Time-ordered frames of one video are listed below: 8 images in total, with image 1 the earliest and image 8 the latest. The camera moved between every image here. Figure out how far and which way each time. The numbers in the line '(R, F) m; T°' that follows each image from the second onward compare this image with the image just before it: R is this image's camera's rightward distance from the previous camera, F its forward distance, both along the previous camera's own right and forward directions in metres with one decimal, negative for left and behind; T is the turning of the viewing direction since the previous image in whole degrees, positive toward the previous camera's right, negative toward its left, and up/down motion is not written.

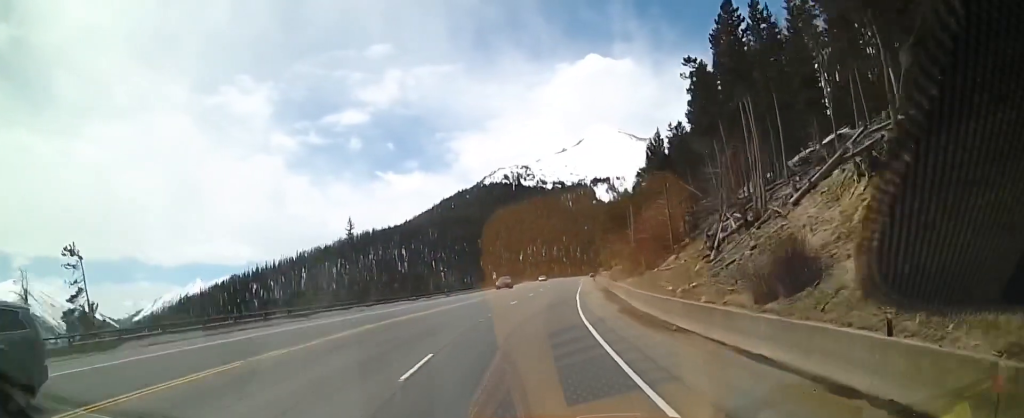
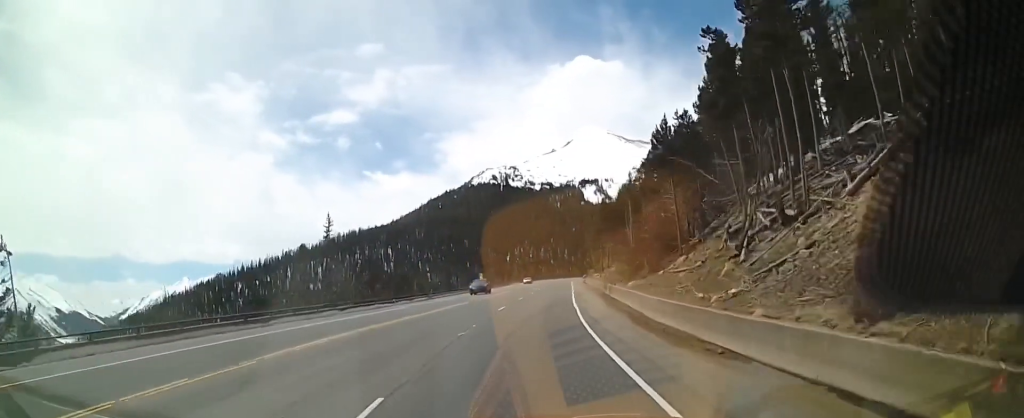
(+0.2, +4.6) m; +1°
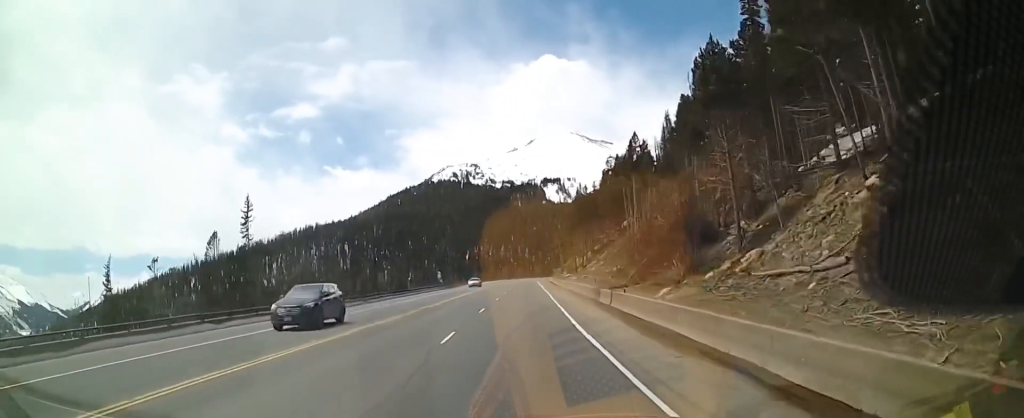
(+0.4, +14.5) m; +2°
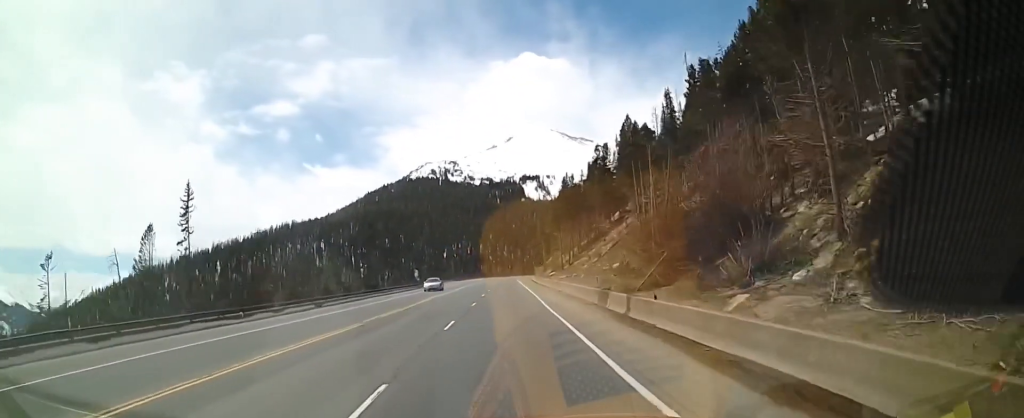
(0.0, +8.8) m; 0°
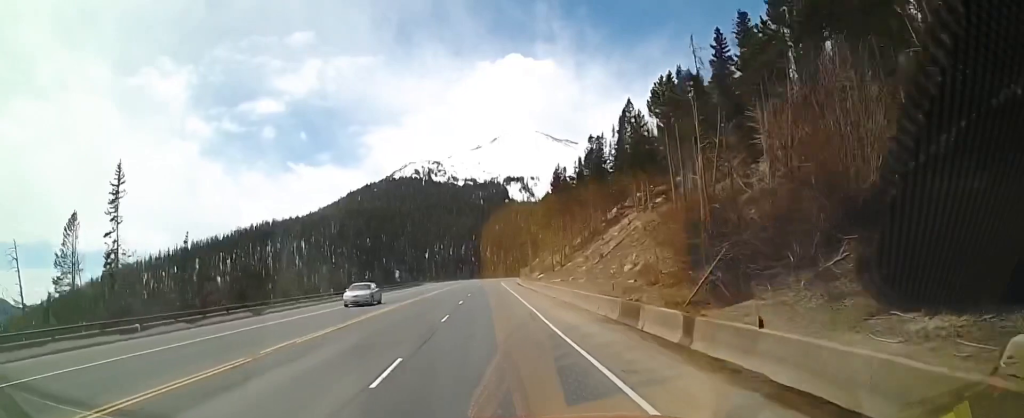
(0.0, +9.1) m; 0°
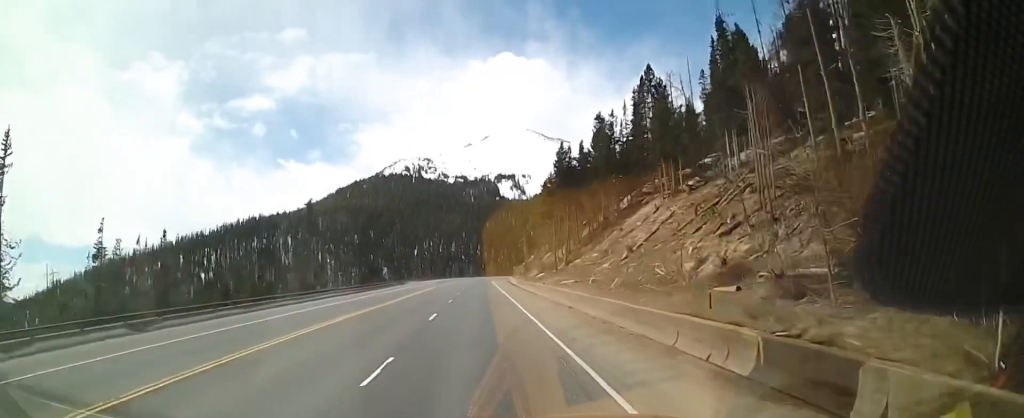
(0.0, +12.6) m; 0°
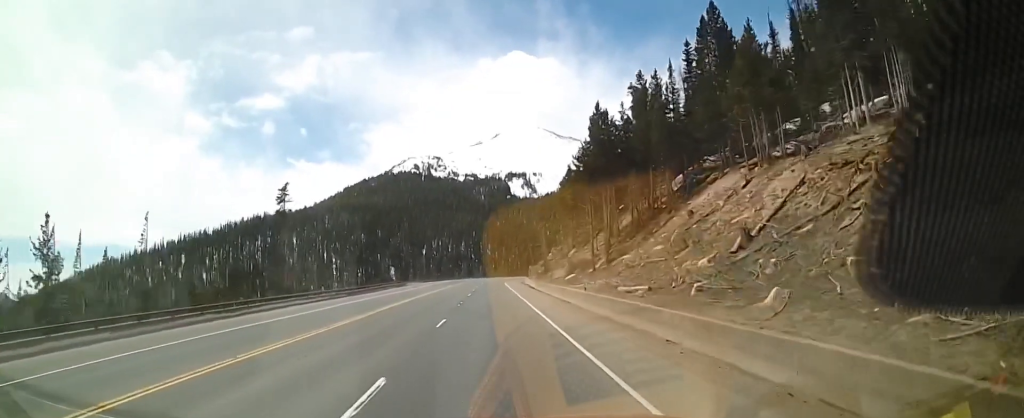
(0.0, +14.7) m; 0°
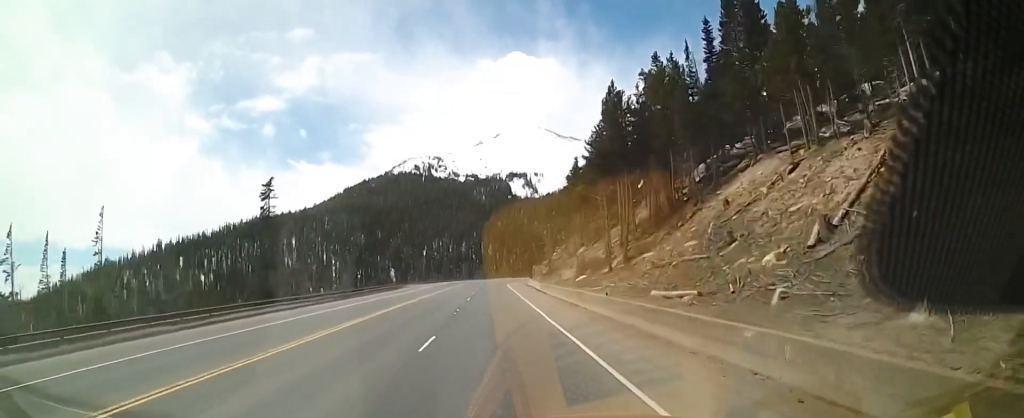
(0.0, +5.3) m; 0°
